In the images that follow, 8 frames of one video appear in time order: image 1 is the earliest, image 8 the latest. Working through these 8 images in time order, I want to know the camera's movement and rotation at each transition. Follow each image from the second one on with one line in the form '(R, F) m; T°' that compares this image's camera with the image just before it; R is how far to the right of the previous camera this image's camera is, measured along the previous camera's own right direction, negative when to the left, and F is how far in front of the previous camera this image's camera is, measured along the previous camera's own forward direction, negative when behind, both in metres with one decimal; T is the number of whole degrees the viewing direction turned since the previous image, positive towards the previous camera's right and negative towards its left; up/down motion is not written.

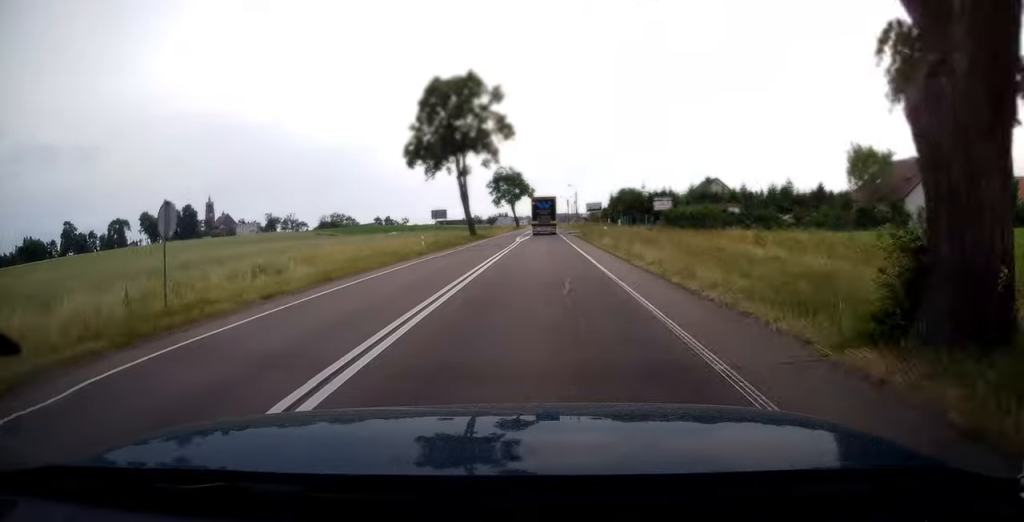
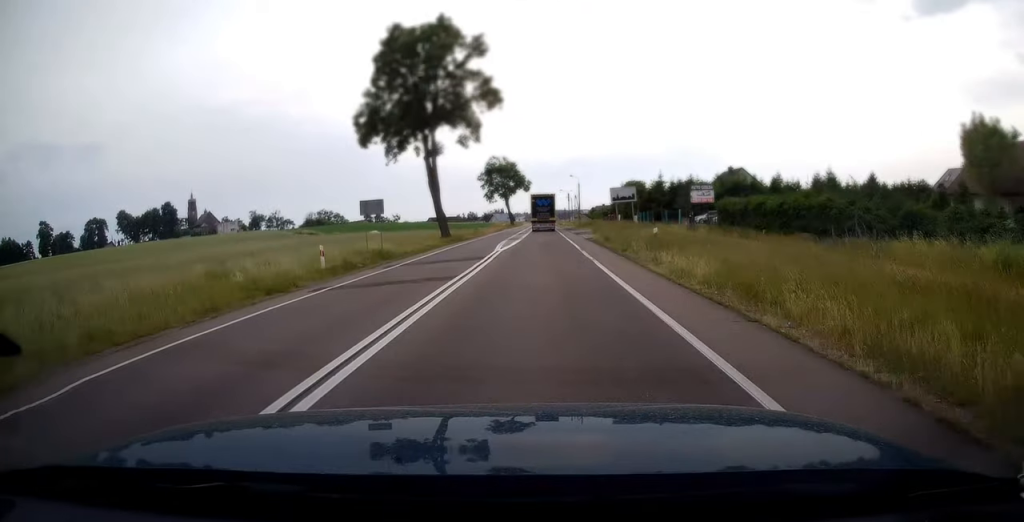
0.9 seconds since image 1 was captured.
(+0.2, +18.8) m; 0°
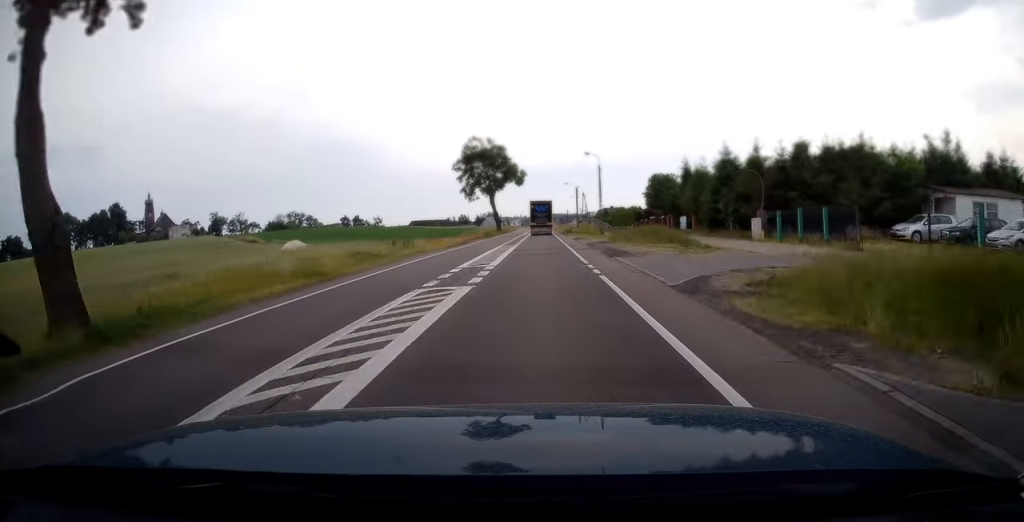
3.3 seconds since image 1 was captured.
(+0.1, +45.9) m; 0°
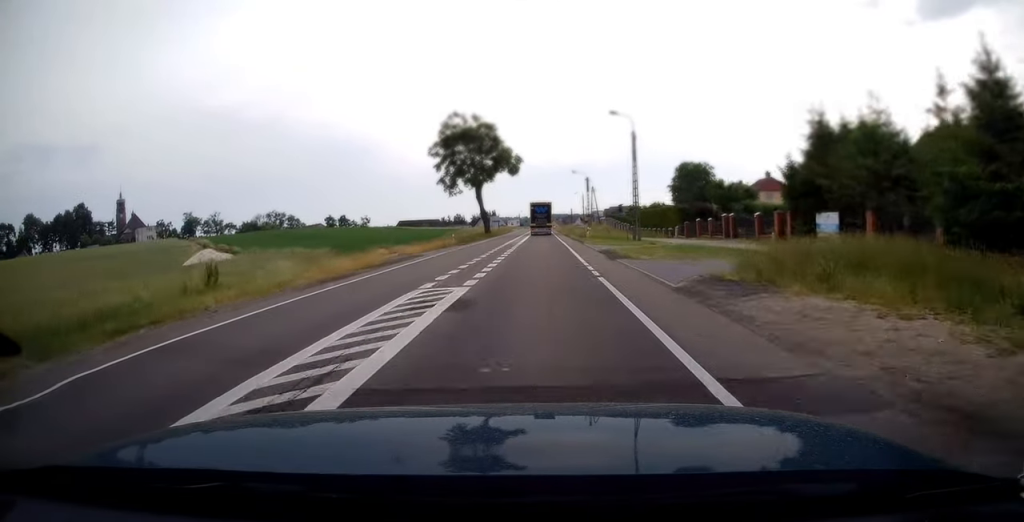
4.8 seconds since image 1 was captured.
(0.0, +25.8) m; 0°
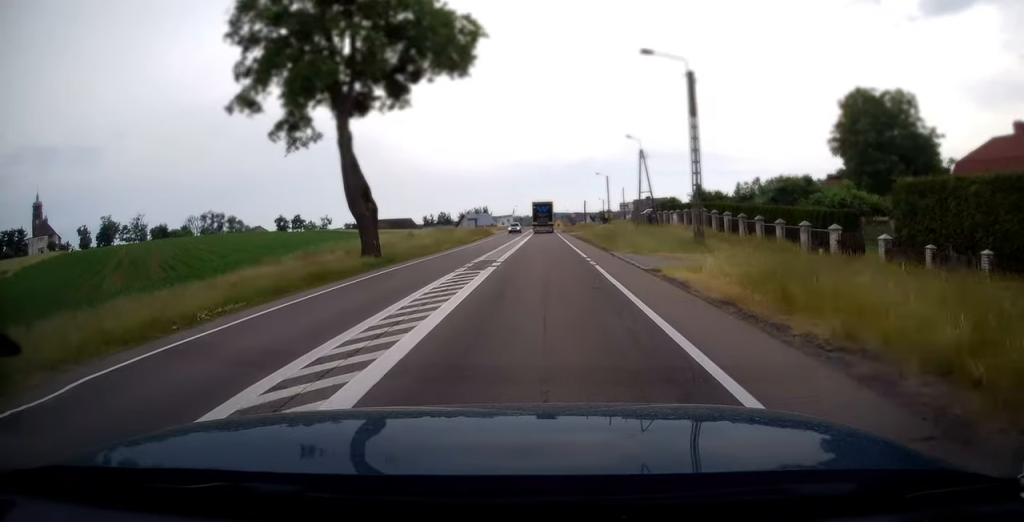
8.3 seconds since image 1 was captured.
(+0.3, +59.3) m; 0°
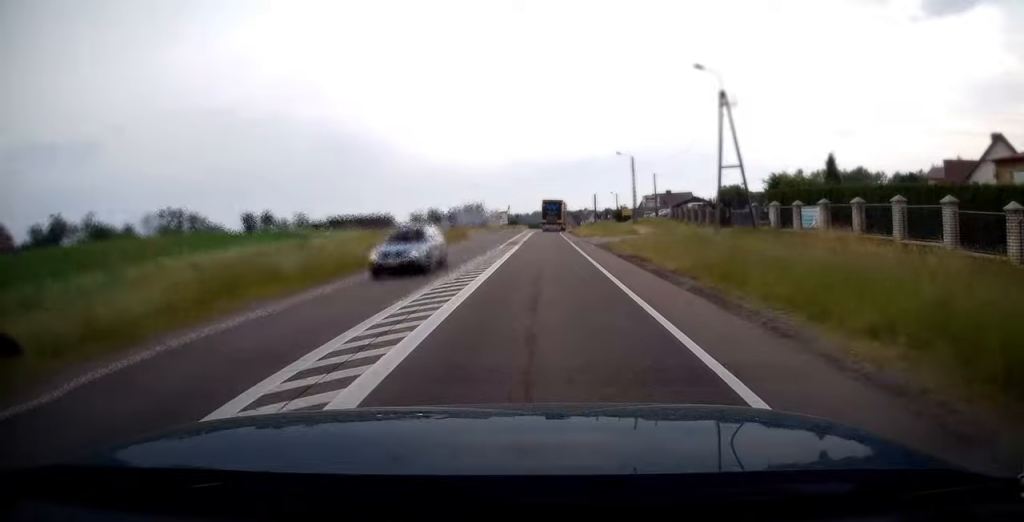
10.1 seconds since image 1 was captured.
(-0.3, +29.7) m; 0°
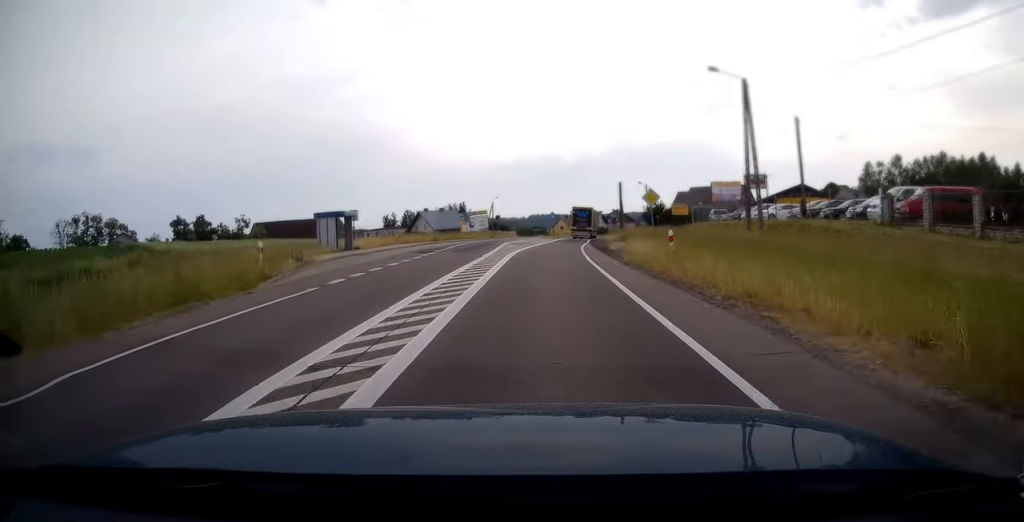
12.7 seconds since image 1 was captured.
(+0.5, +44.7) m; +2°
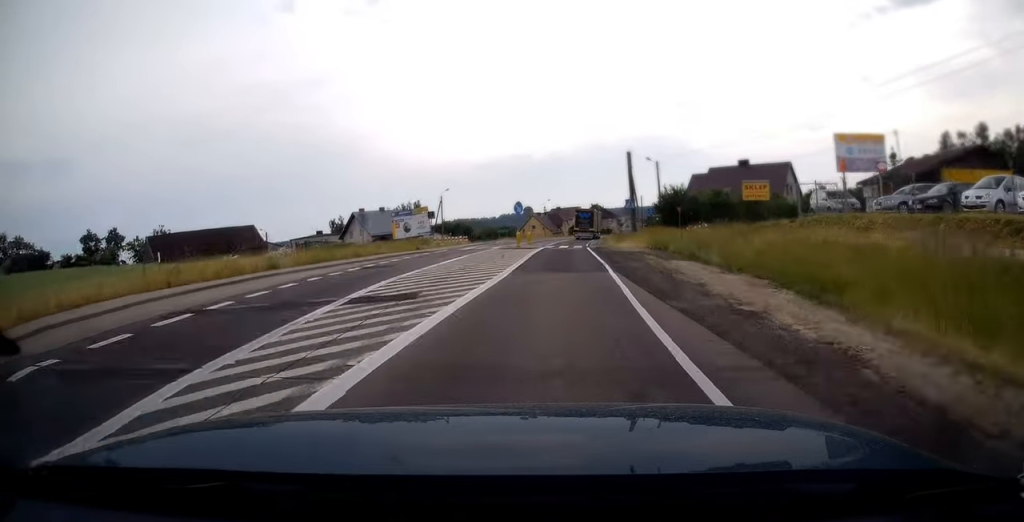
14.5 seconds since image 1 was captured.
(+0.4, +29.9) m; +2°
